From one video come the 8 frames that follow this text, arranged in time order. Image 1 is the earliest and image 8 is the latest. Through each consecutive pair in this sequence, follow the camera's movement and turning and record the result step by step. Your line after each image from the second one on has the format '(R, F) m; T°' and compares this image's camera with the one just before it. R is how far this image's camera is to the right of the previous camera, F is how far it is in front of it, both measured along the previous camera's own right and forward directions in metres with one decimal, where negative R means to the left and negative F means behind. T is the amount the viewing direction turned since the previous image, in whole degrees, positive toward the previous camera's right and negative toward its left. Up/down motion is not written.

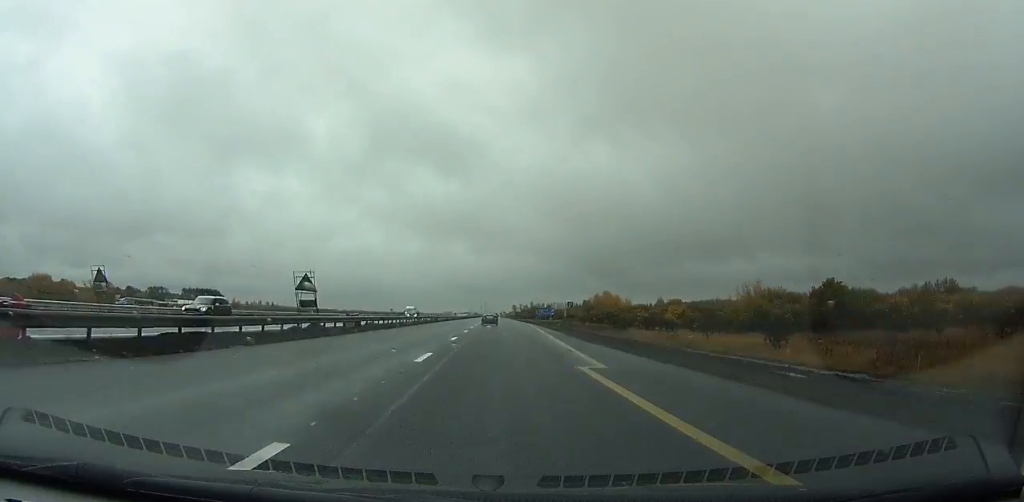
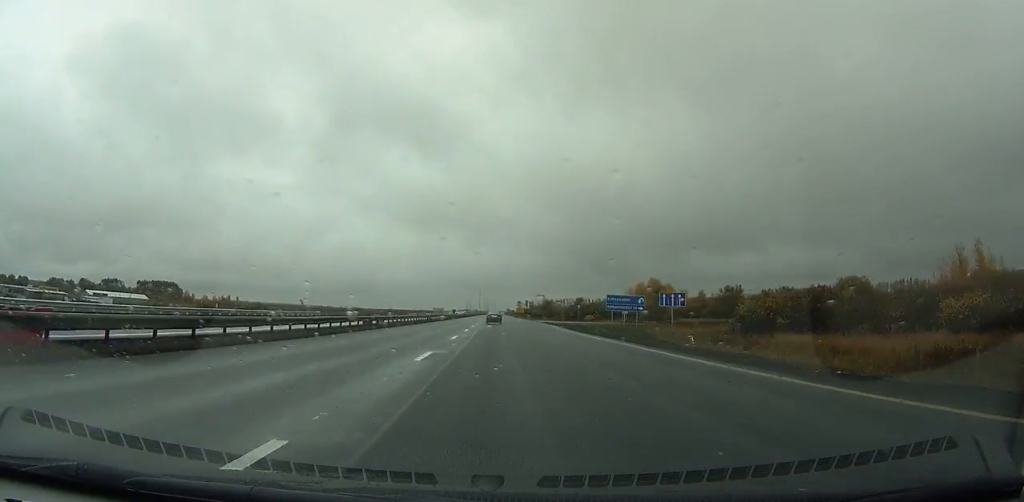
(-0.1, +107.8) m; 0°
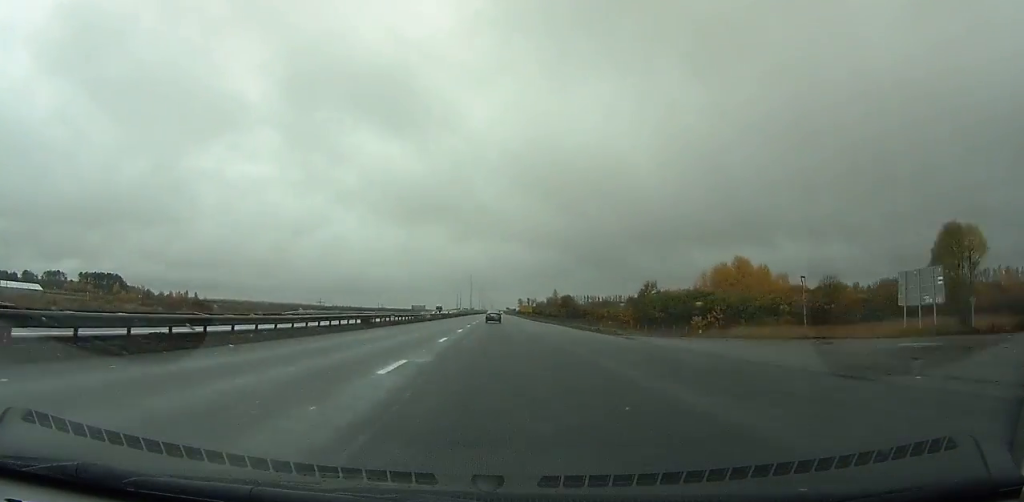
(+0.2, +98.7) m; 0°
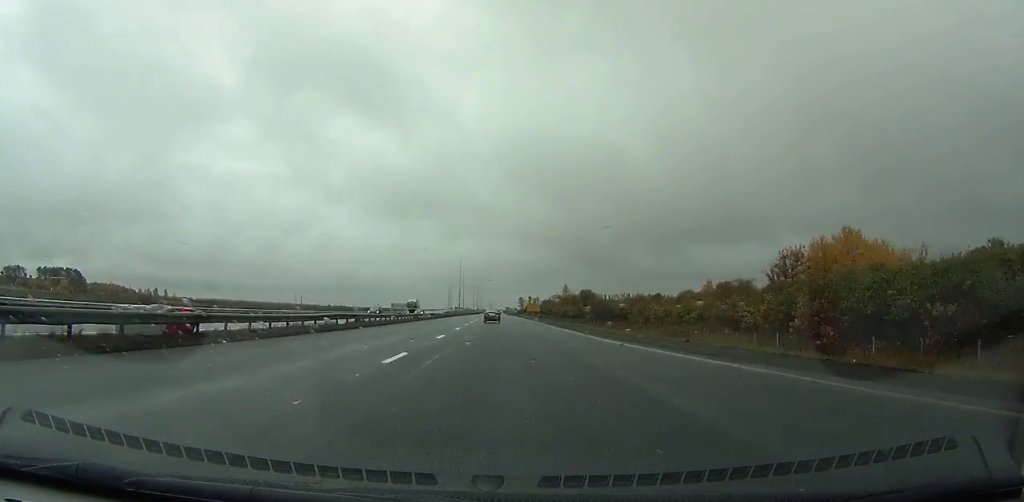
(+0.2, +55.7) m; 0°
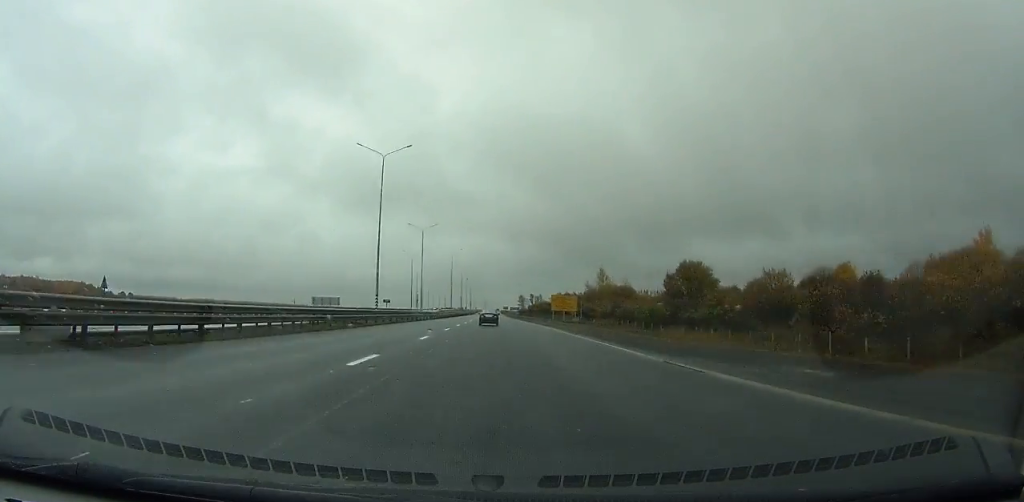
(+0.1, +108.0) m; 0°
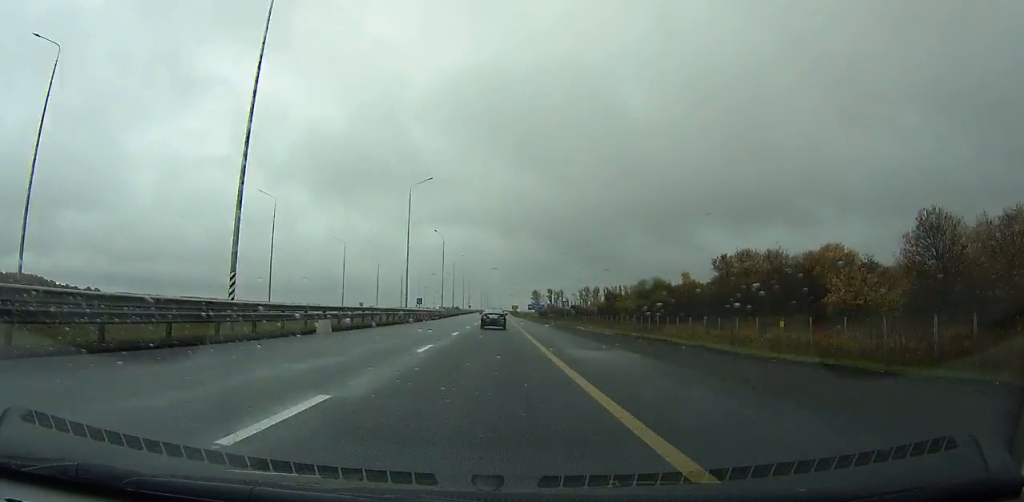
(-0.6, +161.6) m; 0°
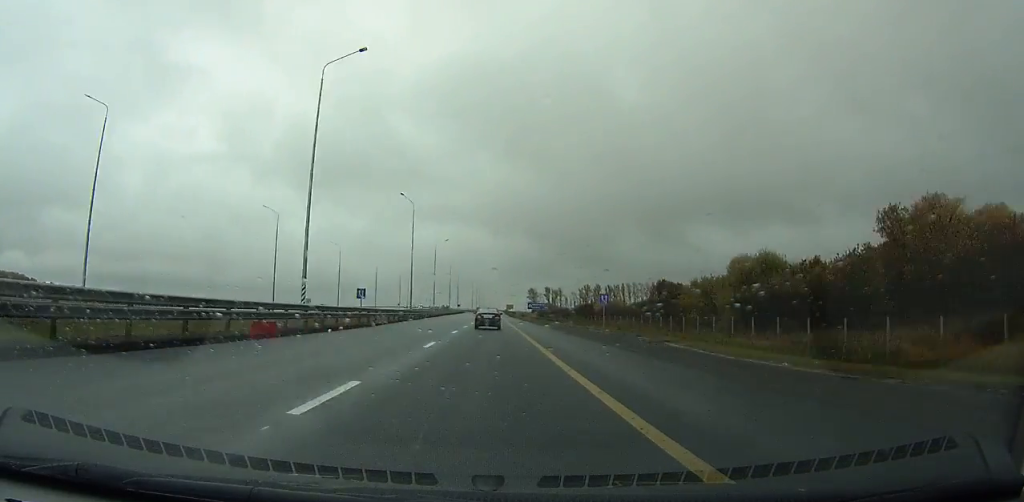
(+0.1, +35.6) m; 0°
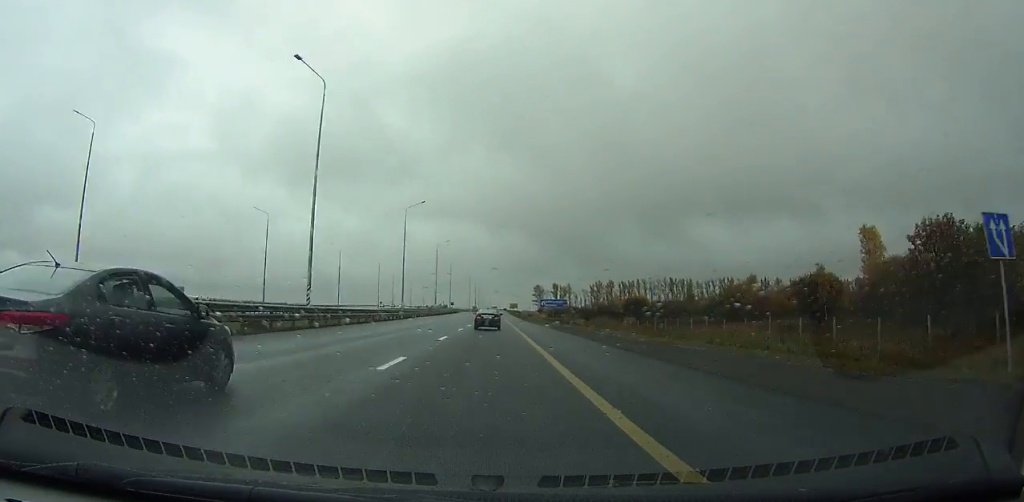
(+0.1, +43.8) m; 0°
